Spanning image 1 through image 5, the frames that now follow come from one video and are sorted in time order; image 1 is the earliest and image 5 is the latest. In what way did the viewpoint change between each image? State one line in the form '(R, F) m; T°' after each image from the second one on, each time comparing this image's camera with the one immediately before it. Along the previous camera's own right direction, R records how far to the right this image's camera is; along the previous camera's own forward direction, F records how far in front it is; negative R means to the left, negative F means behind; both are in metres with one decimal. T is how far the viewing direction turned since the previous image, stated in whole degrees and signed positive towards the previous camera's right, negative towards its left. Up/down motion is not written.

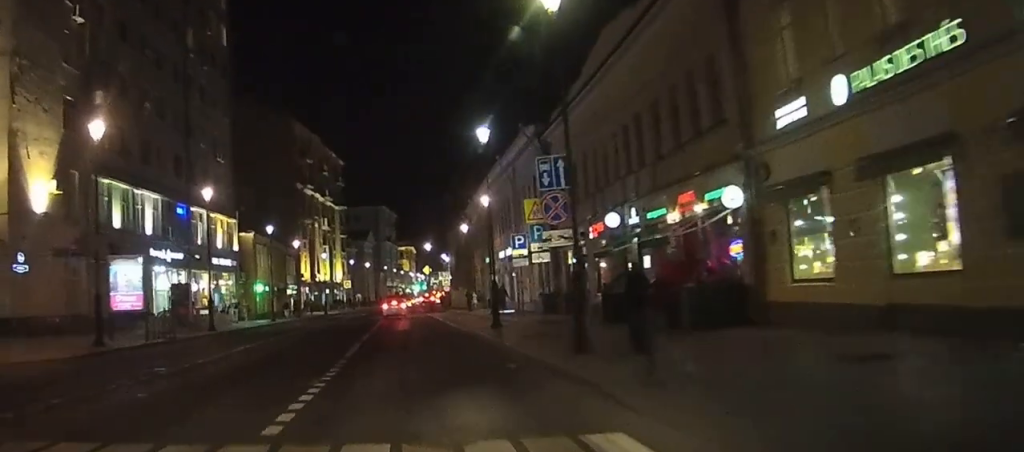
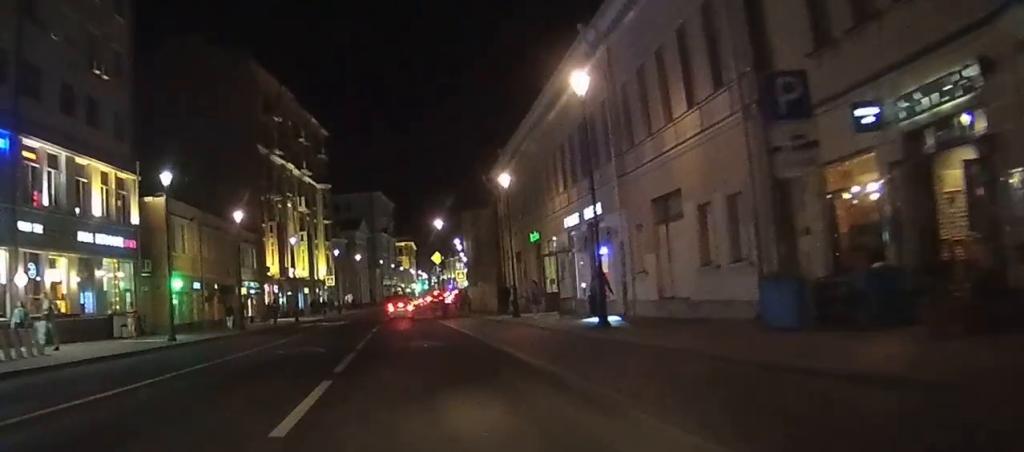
(-0.3, +27.8) m; 0°
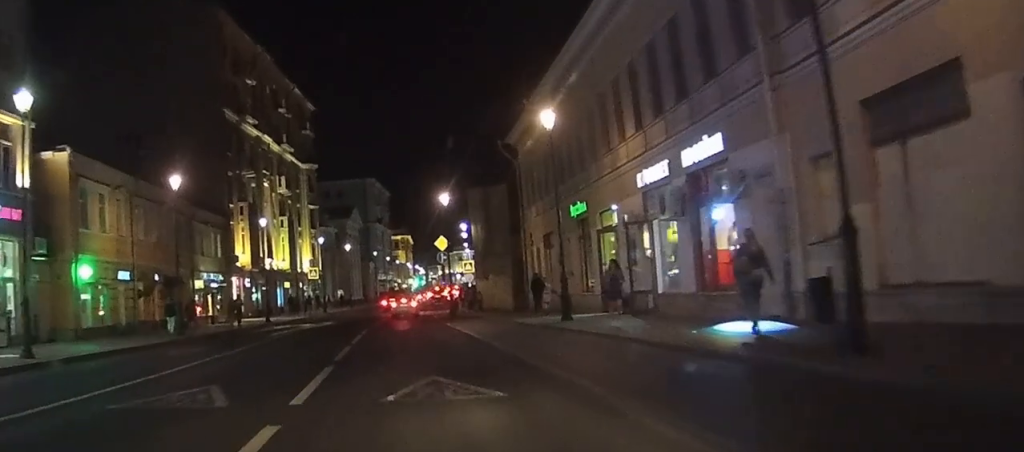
(+0.1, +13.1) m; 0°
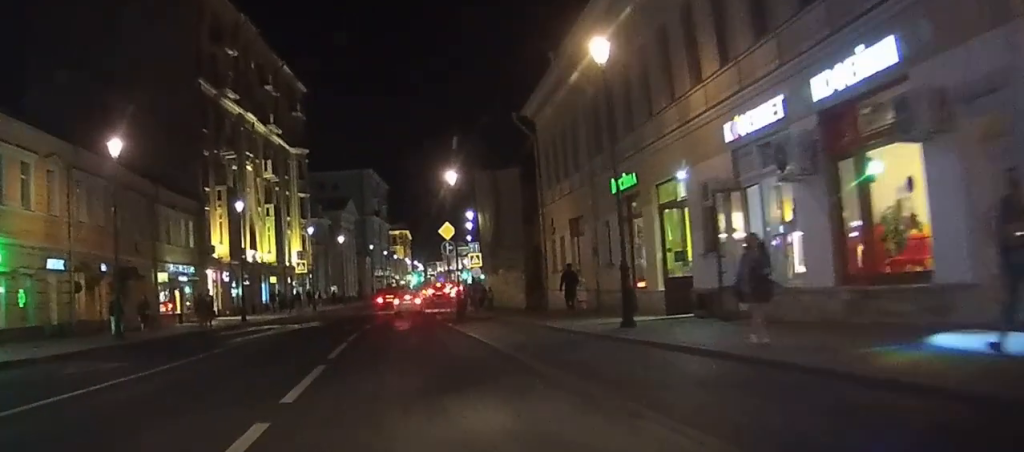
(0.0, +7.6) m; 0°
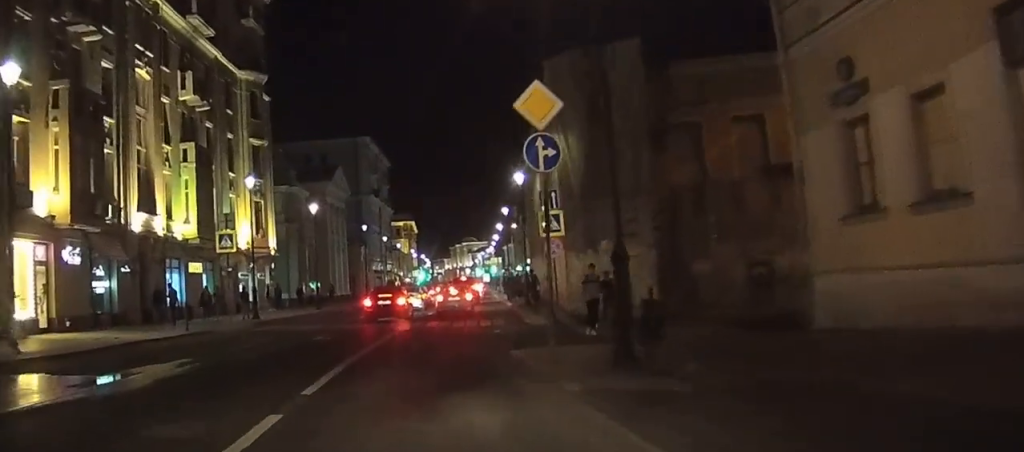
(+0.2, +27.4) m; +1°
